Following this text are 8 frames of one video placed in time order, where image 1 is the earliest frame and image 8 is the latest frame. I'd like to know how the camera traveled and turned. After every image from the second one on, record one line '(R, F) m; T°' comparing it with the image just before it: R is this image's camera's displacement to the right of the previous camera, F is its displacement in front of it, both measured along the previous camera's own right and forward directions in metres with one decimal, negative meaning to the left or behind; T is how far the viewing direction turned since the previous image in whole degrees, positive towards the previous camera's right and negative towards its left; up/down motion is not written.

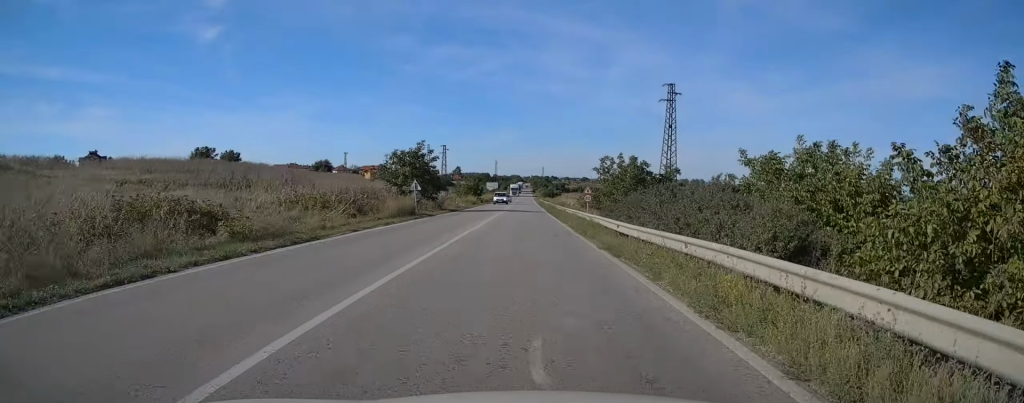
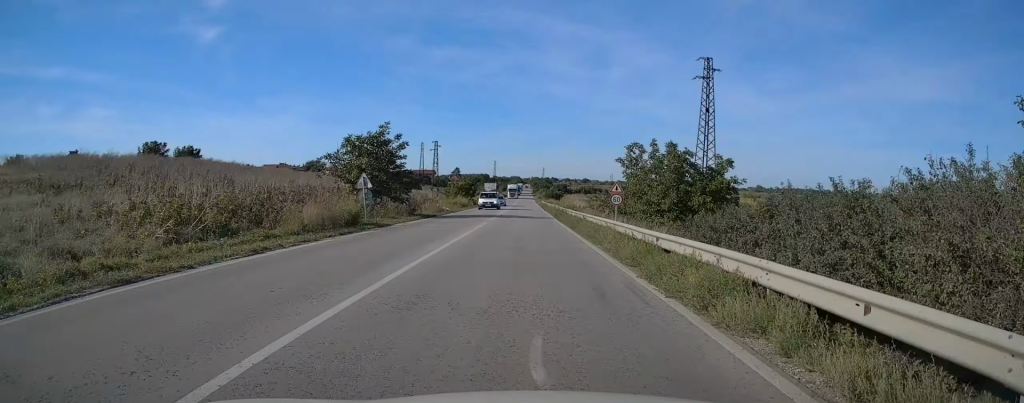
(0.0, +13.6) m; 0°
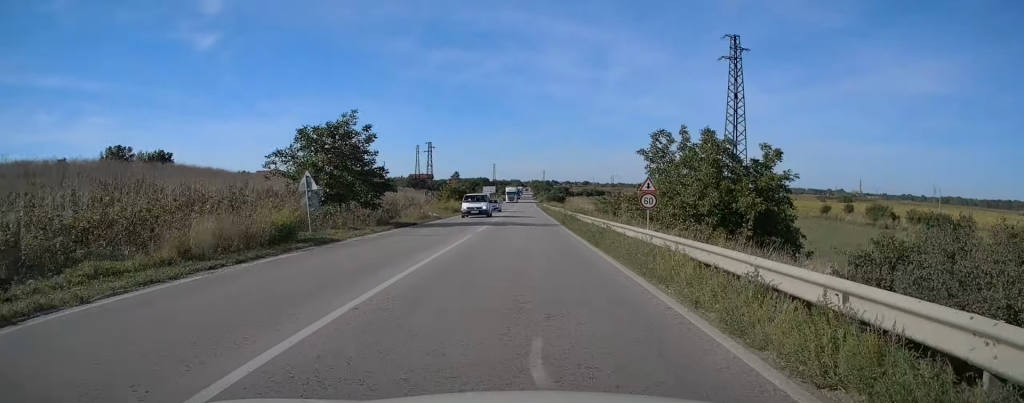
(0.0, +7.7) m; 0°
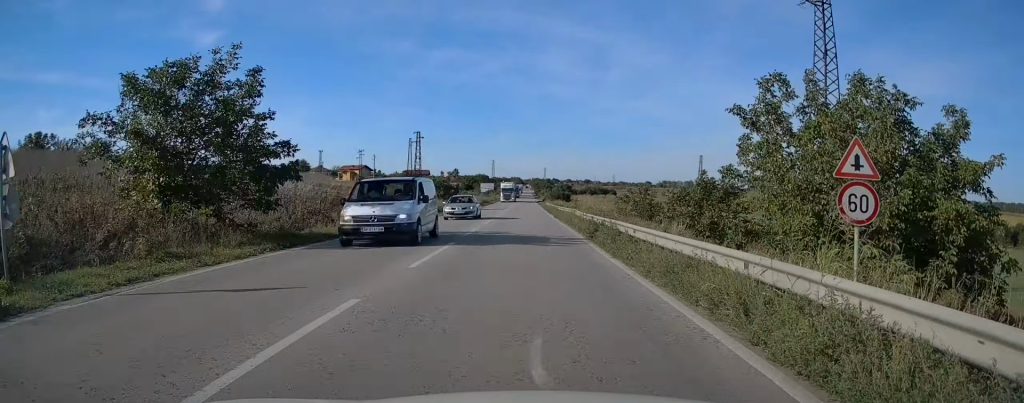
(0.0, +14.0) m; 0°
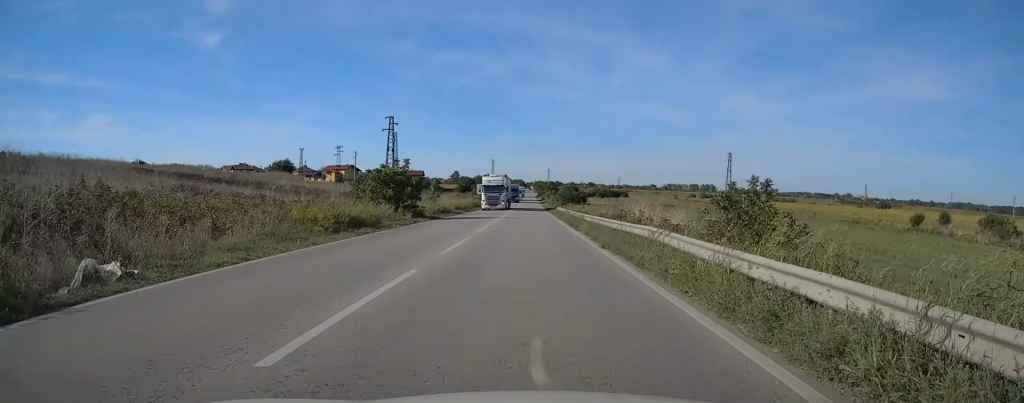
(0.0, +23.8) m; 0°
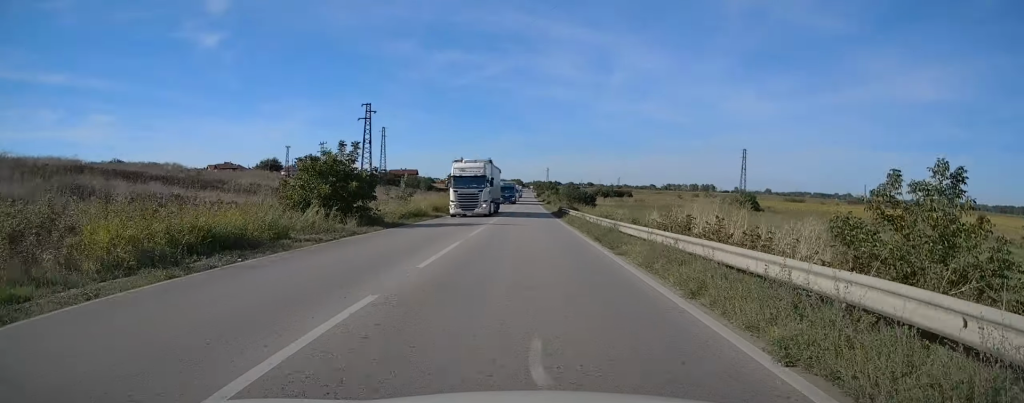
(0.0, +11.8) m; 0°
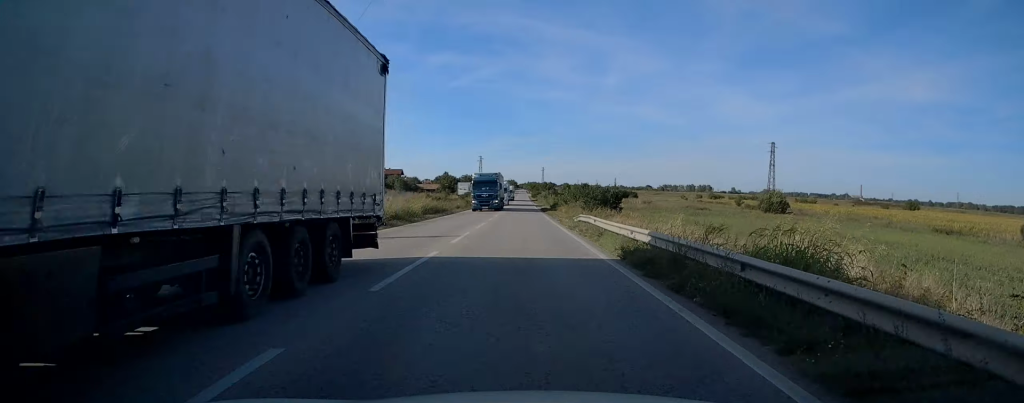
(+0.1, +20.4) m; 0°
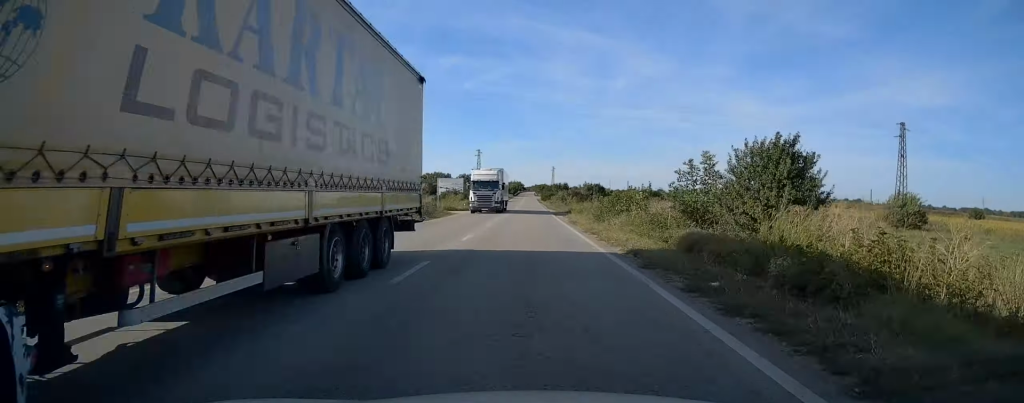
(-0.1, +43.8) m; 0°
